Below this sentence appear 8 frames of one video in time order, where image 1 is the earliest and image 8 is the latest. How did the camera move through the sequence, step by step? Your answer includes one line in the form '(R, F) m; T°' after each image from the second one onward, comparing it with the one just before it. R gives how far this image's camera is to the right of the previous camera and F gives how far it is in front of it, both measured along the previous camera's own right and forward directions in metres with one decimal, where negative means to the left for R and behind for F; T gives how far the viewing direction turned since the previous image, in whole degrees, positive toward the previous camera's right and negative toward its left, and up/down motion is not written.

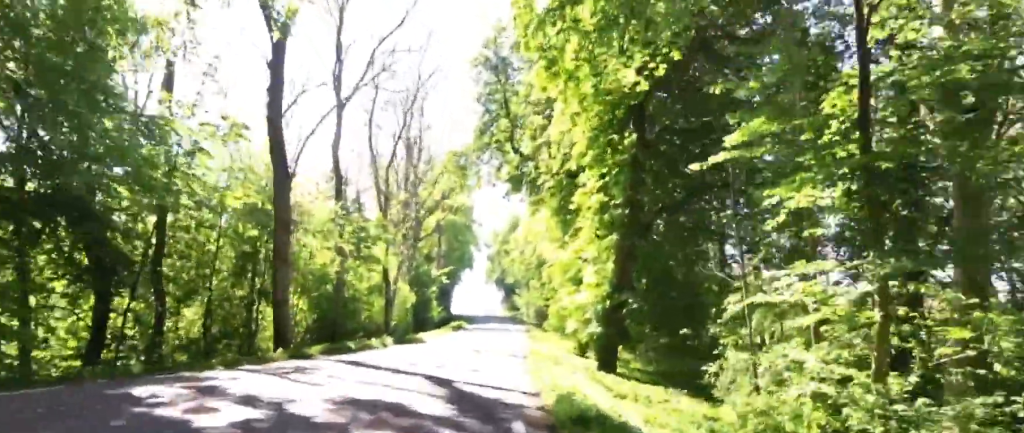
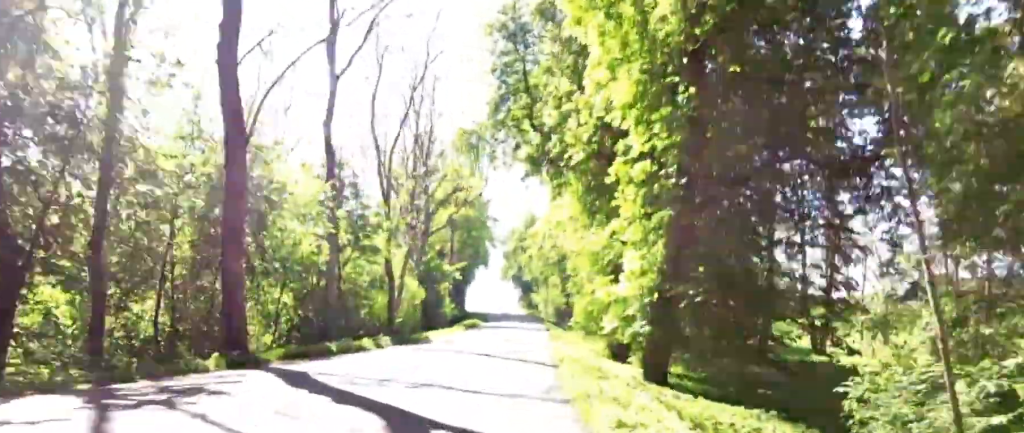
(0.0, +4.6) m; 0°
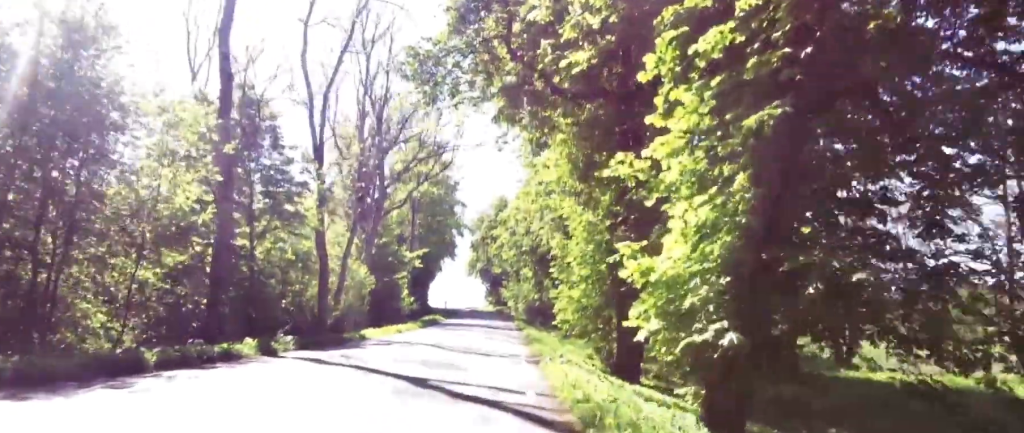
(0.0, +7.7) m; 0°
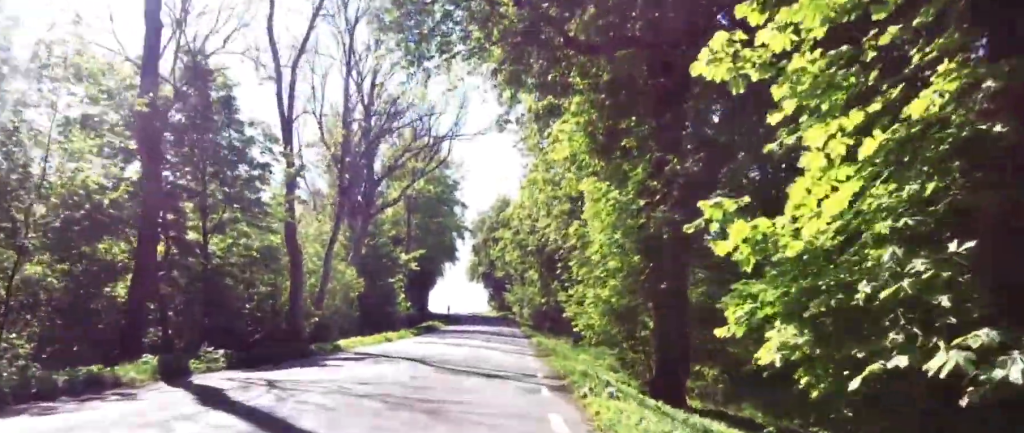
(0.0, +4.4) m; 0°
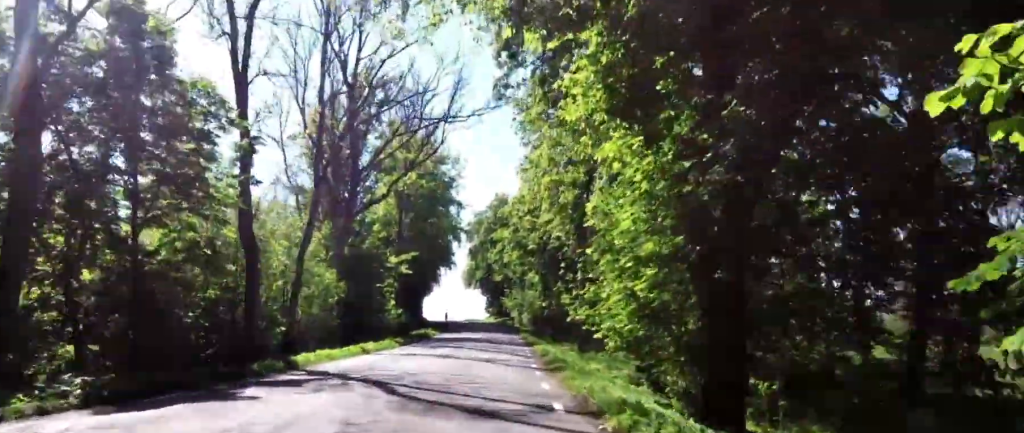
(0.0, +3.9) m; 0°
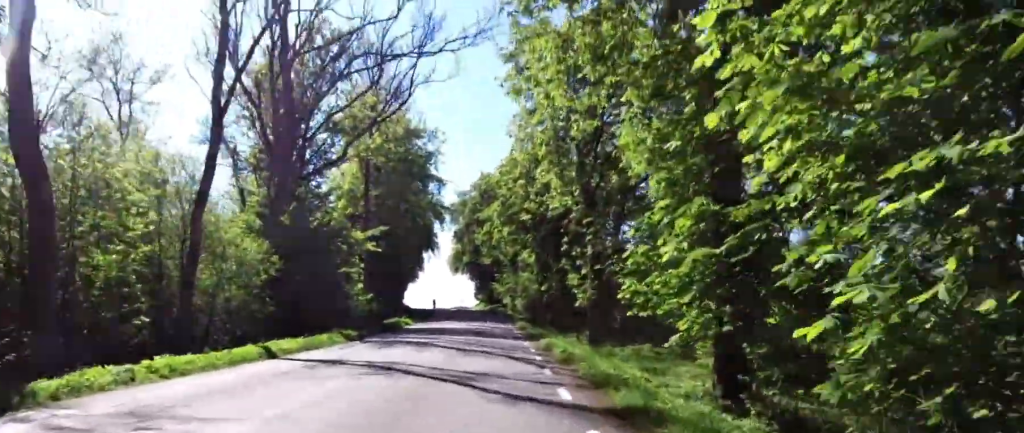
(0.0, +8.4) m; 0°
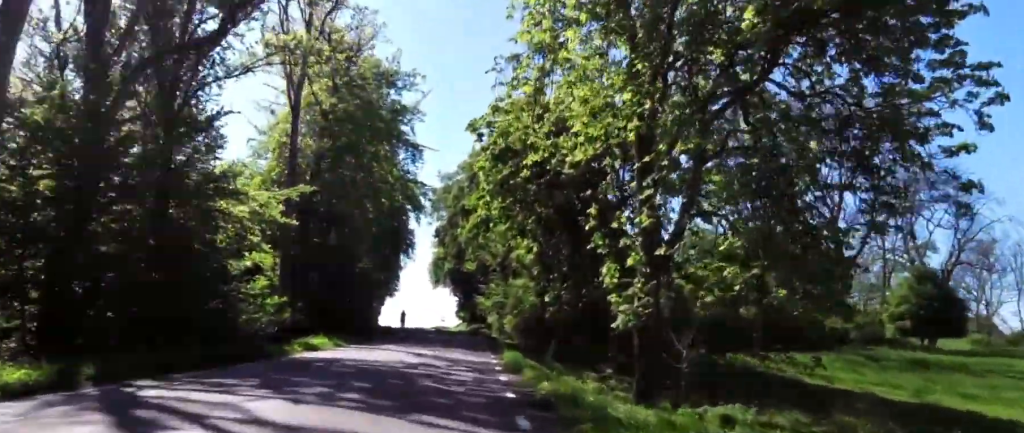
(0.0, +14.2) m; 0°
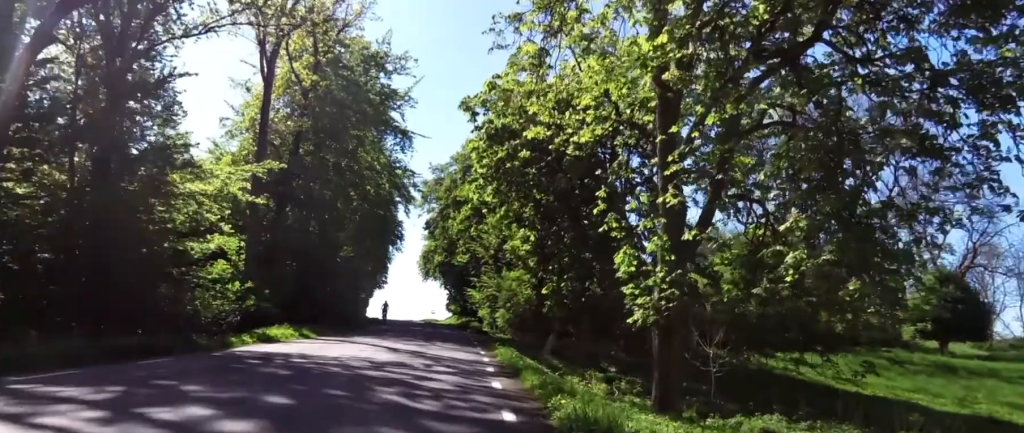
(0.0, +3.2) m; 0°
